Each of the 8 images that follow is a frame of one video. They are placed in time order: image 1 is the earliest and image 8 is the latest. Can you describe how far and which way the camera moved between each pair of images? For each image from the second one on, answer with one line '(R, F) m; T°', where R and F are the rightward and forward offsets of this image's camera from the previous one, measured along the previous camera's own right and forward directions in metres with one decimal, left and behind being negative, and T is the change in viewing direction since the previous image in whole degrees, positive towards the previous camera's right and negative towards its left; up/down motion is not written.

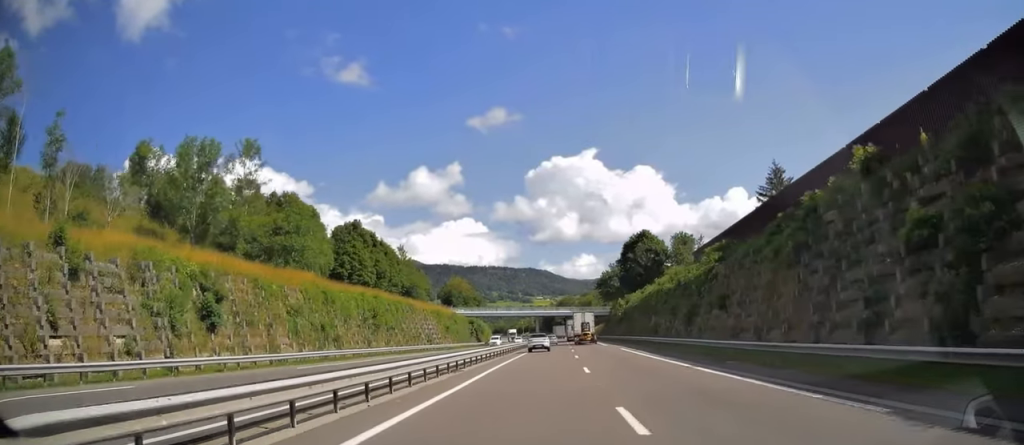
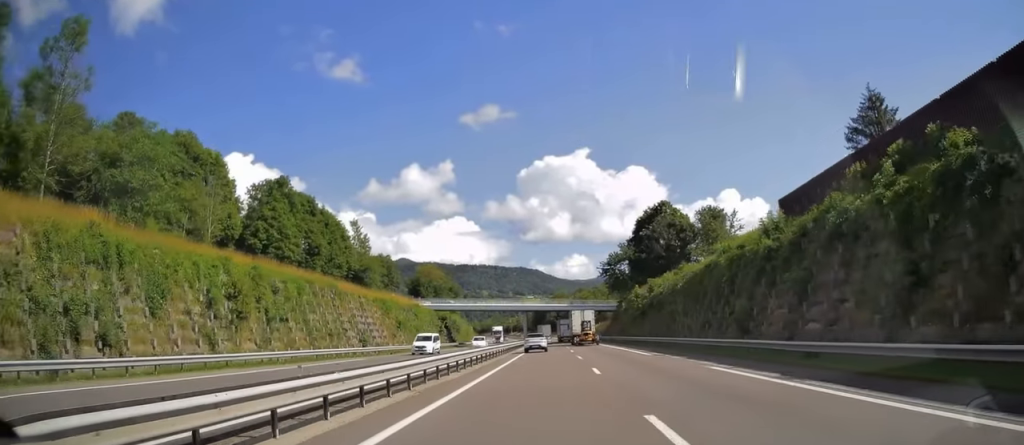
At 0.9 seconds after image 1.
(+0.4, +27.2) m; +1°
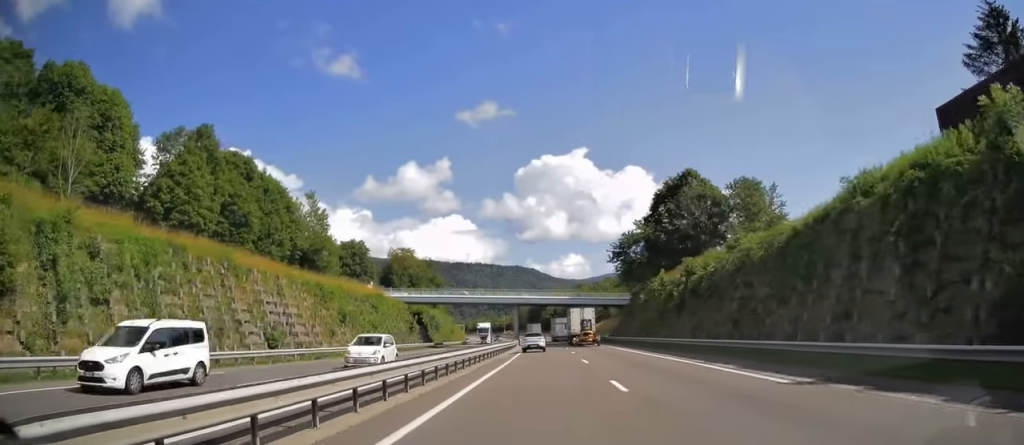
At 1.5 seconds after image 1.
(+0.1, +19.0) m; 0°
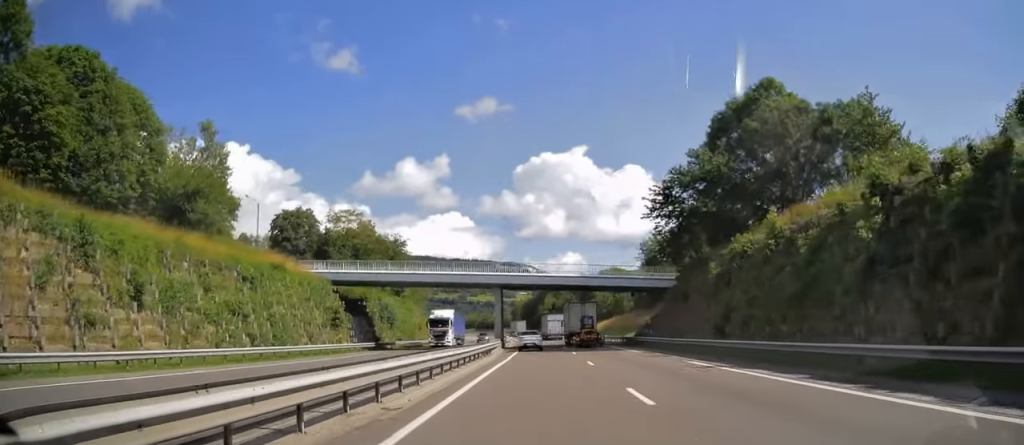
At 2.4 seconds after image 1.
(+0.1, +29.1) m; 0°
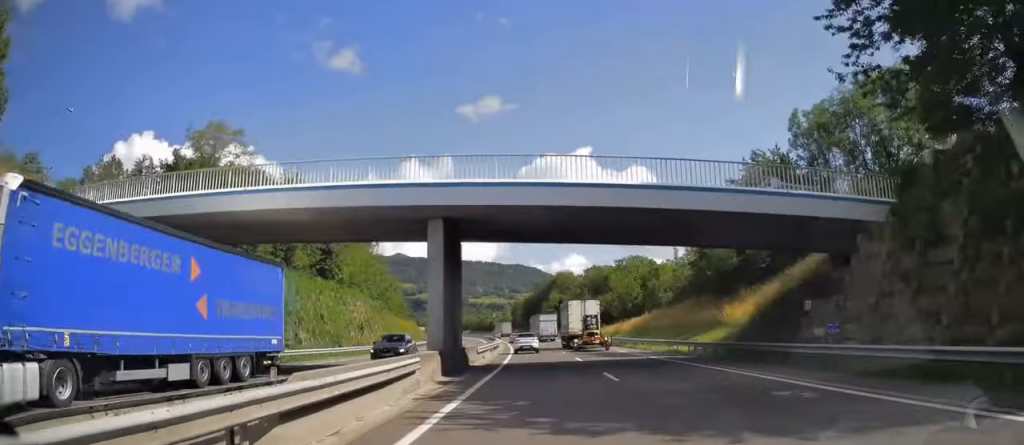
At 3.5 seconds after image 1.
(-0.1, +32.9) m; 0°
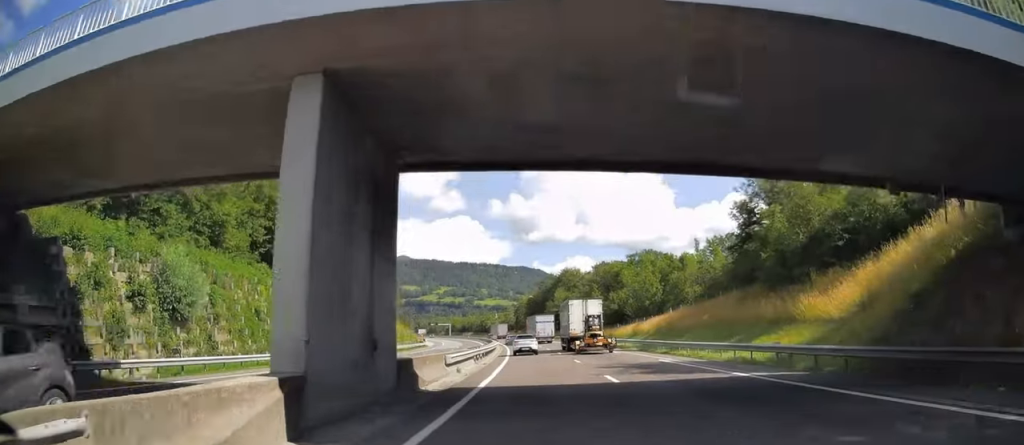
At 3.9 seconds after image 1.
(0.0, +12.9) m; 0°
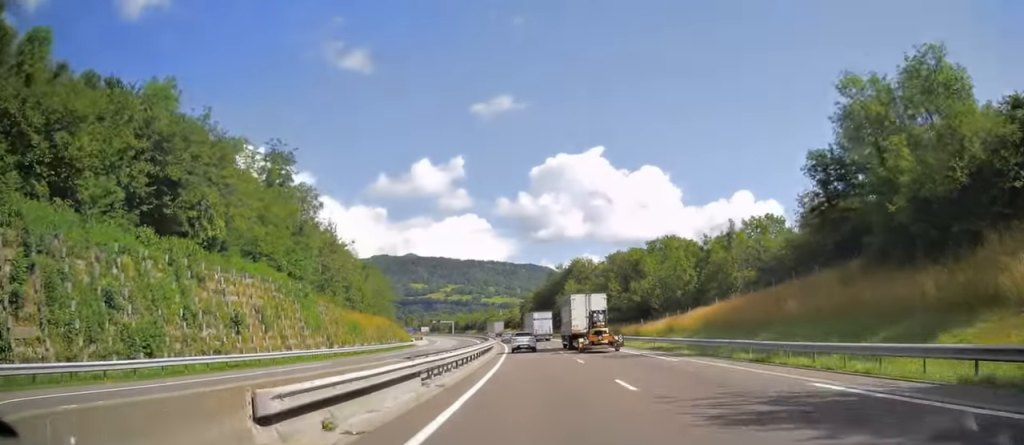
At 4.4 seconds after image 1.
(-0.1, +15.8) m; -1°
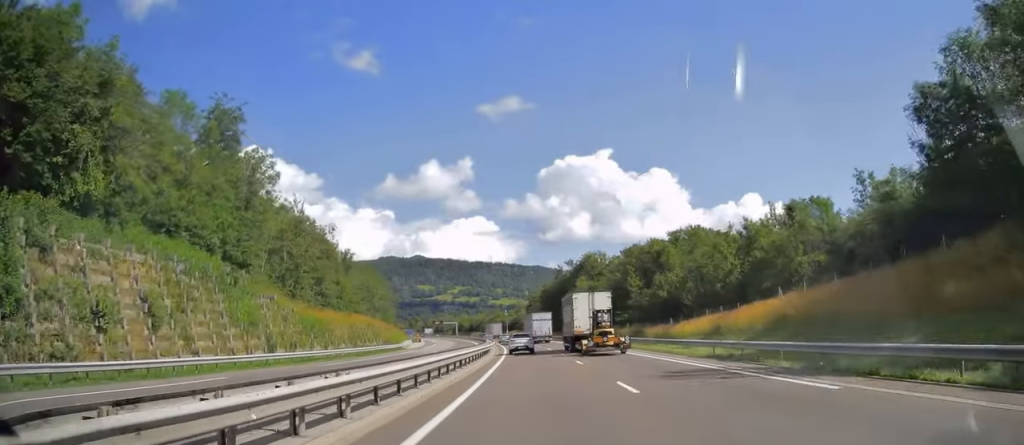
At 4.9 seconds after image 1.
(0.0, +13.2) m; -1°
